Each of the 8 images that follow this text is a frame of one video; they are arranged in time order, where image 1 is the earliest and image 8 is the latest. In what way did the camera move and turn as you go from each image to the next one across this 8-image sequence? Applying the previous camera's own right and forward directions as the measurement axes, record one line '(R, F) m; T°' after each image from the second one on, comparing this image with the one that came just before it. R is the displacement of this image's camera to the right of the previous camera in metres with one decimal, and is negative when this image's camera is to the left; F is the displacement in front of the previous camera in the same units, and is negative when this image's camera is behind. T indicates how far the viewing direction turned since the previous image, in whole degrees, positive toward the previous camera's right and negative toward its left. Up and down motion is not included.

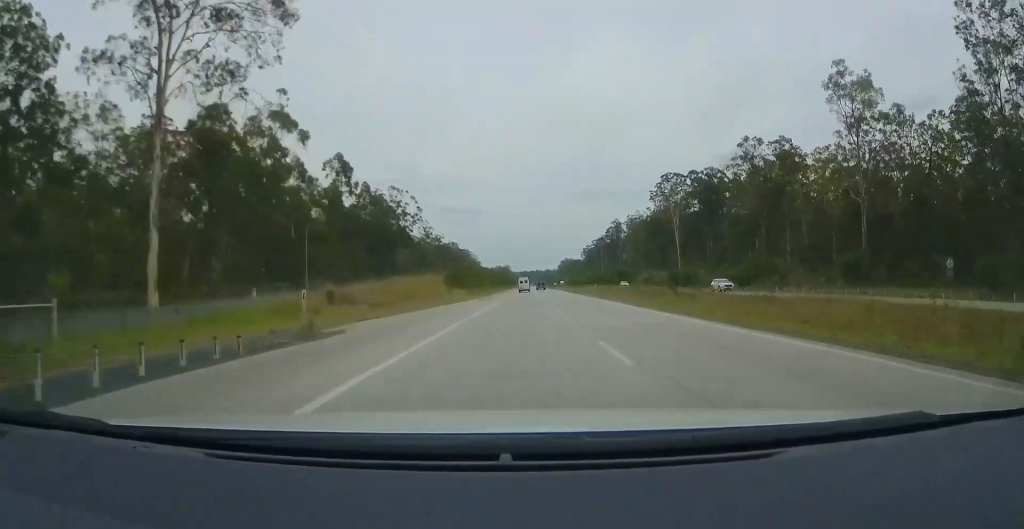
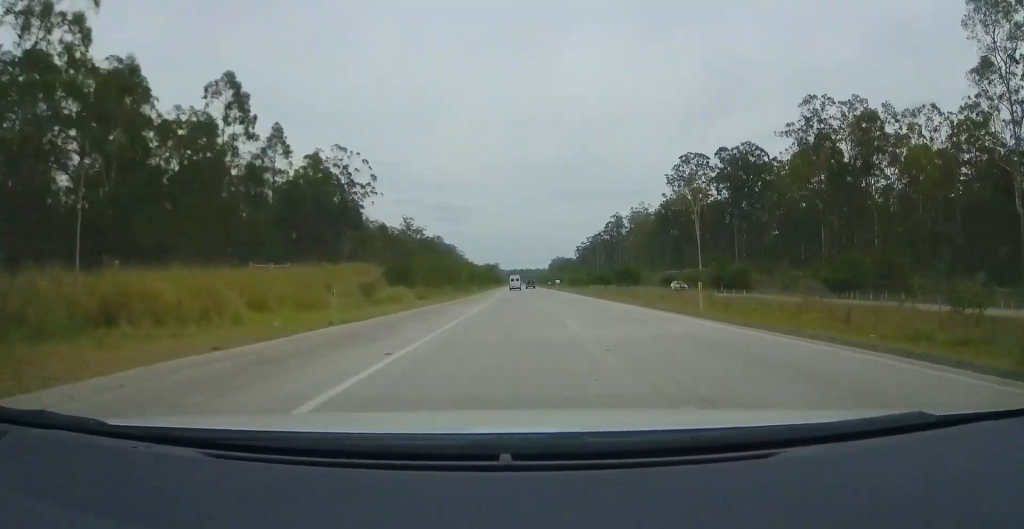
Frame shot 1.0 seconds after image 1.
(+0.7, +30.7) m; +2°
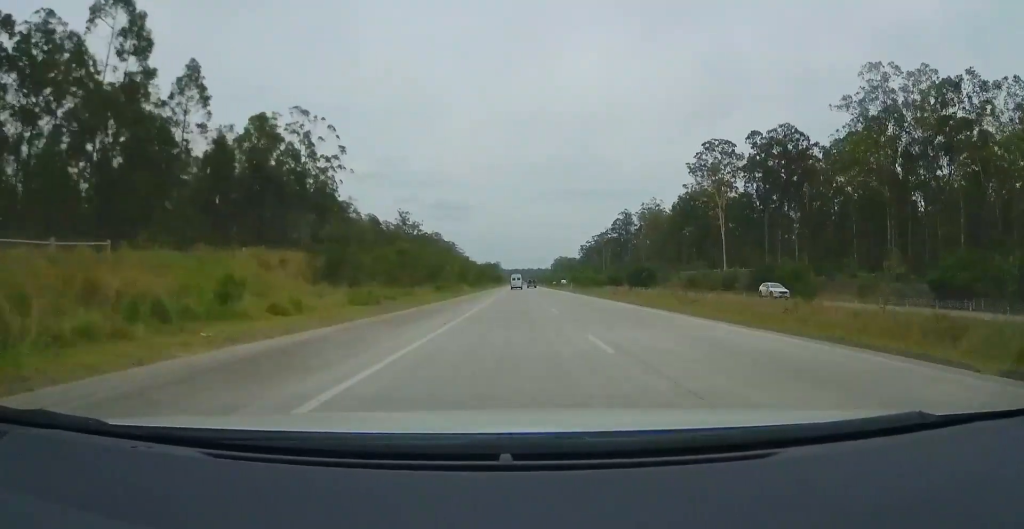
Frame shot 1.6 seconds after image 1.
(+0.2, +17.2) m; +1°
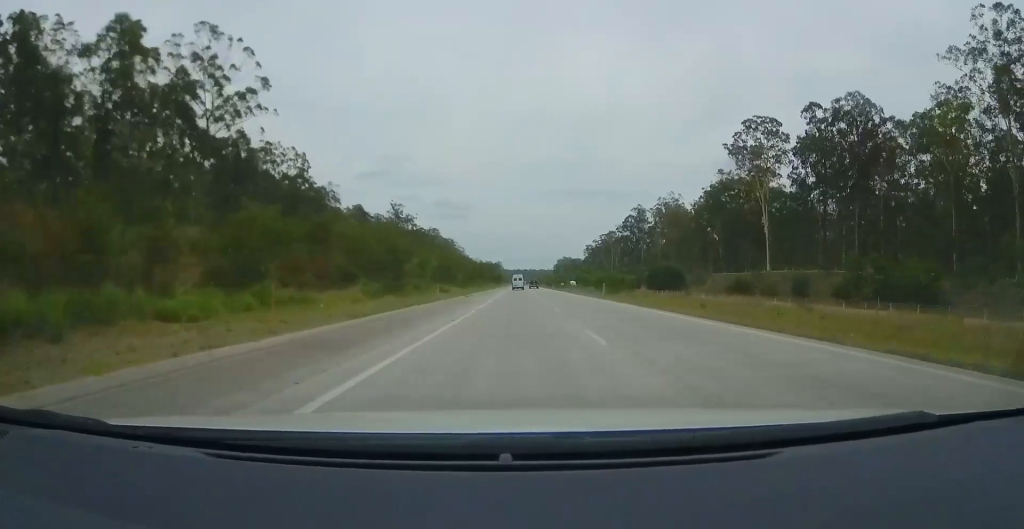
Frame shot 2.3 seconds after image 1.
(+0.4, +23.3) m; 0°
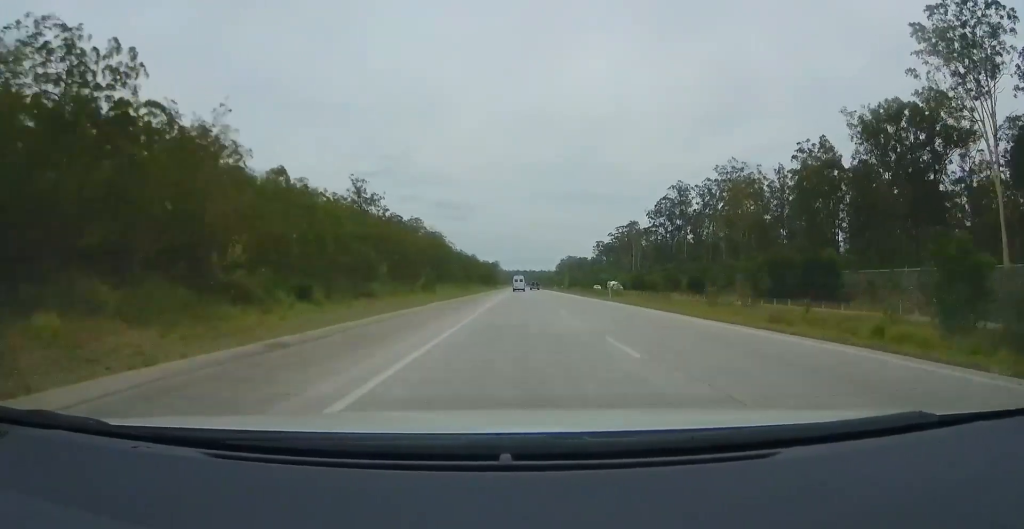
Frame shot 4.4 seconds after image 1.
(-2.9, +61.9) m; -4°
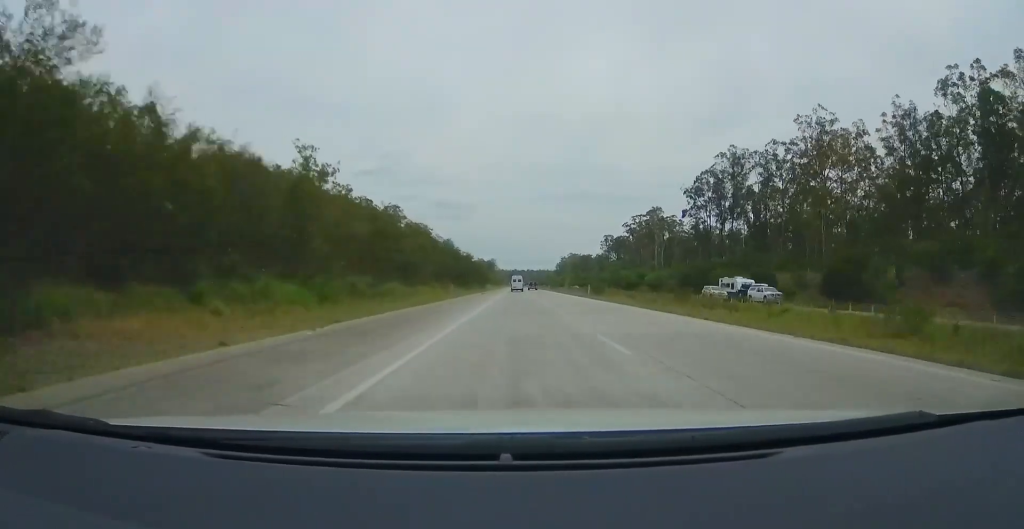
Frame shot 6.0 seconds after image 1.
(+1.3, +48.3) m; +2°
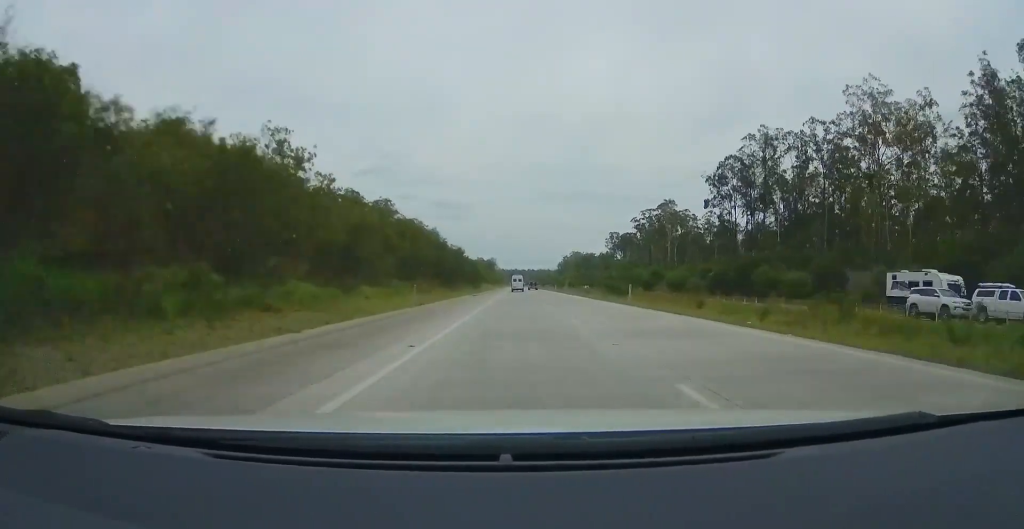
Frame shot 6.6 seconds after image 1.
(0.0, +18.1) m; 0°
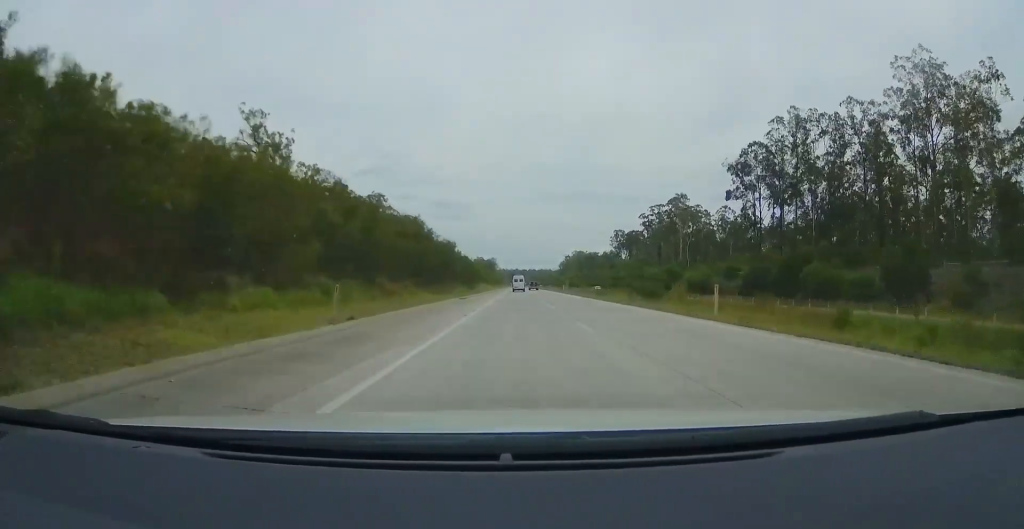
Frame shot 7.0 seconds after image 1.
(-0.2, +14.5) m; 0°
